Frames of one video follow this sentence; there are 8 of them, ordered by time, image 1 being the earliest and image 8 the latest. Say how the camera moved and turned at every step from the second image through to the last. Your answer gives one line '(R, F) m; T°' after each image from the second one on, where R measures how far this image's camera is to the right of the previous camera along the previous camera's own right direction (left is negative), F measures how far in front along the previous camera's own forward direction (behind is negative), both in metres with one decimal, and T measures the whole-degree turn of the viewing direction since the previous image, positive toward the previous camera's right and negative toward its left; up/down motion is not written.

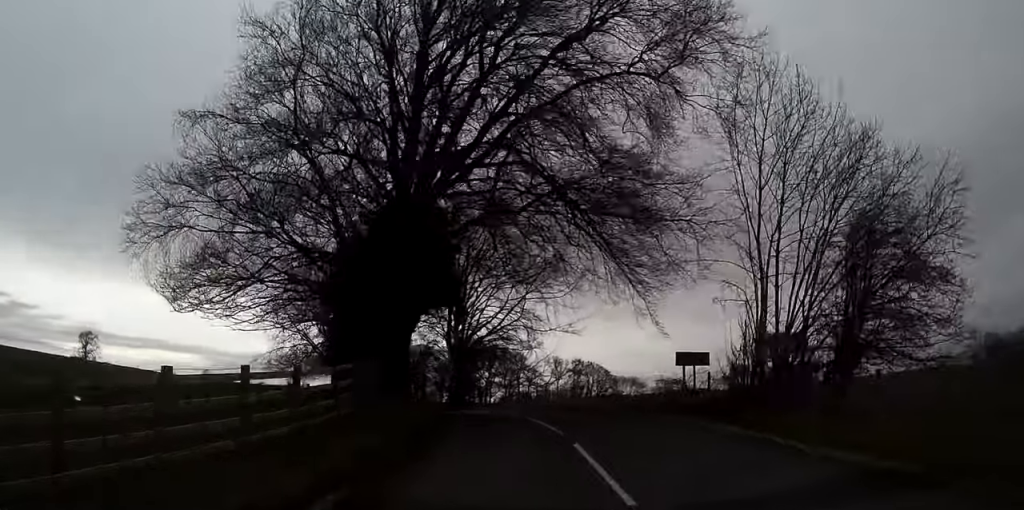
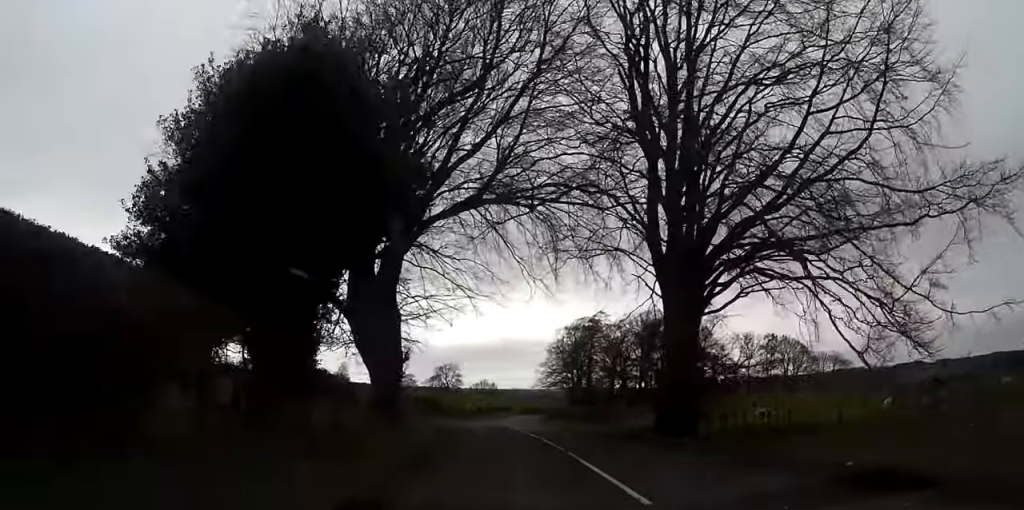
(-3.6, +42.7) m; -10°
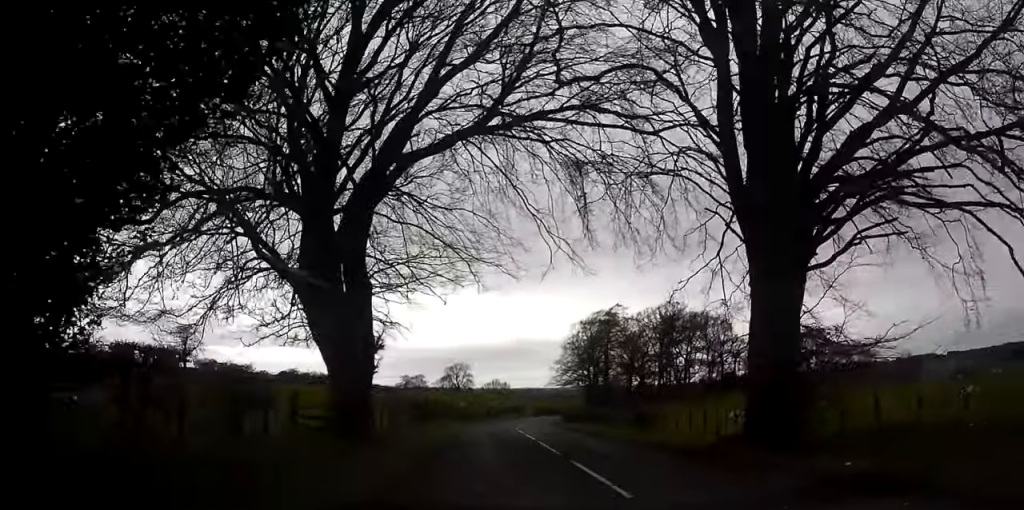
(-0.2, +8.2) m; -1°
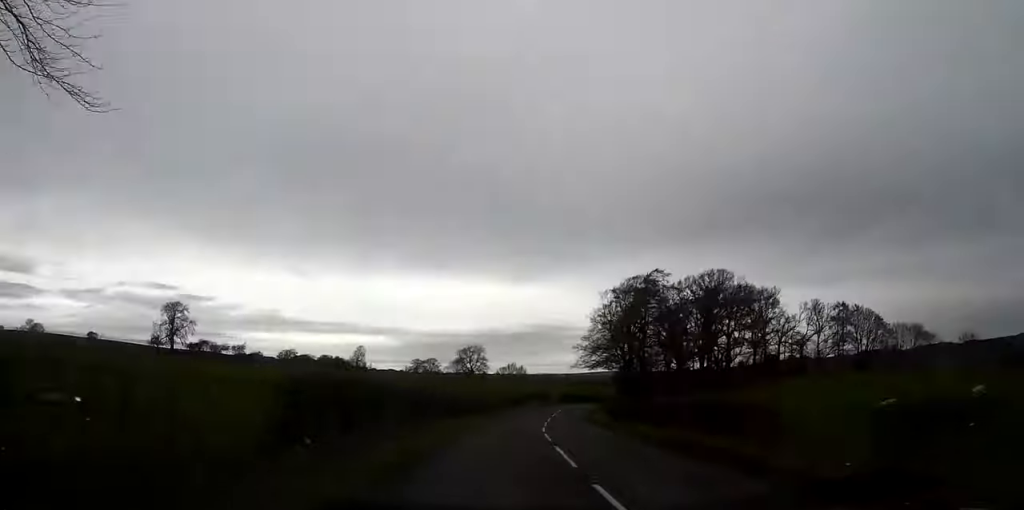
(-0.5, +22.4) m; -1°
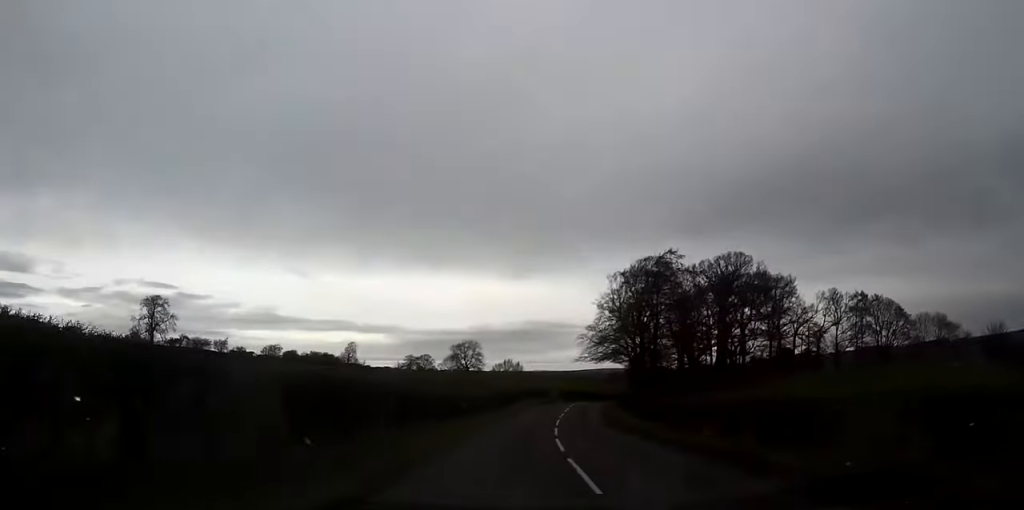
(-0.1, +12.3) m; 0°
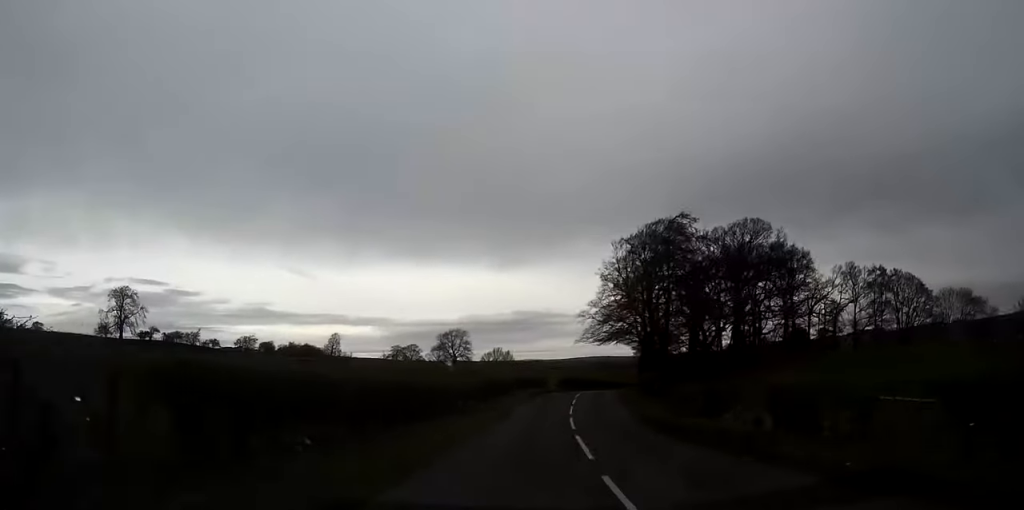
(0.0, +14.1) m; 0°
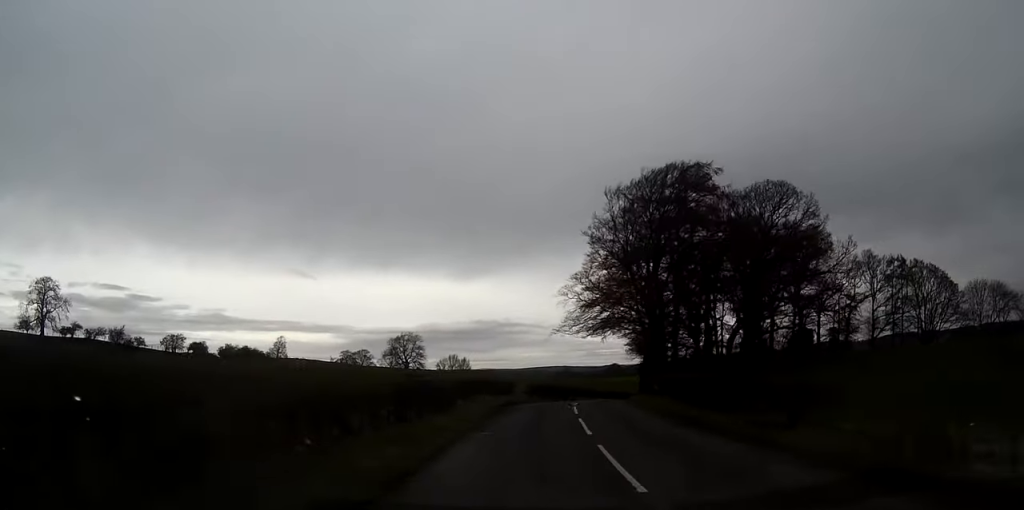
(+0.1, +23.5) m; +2°
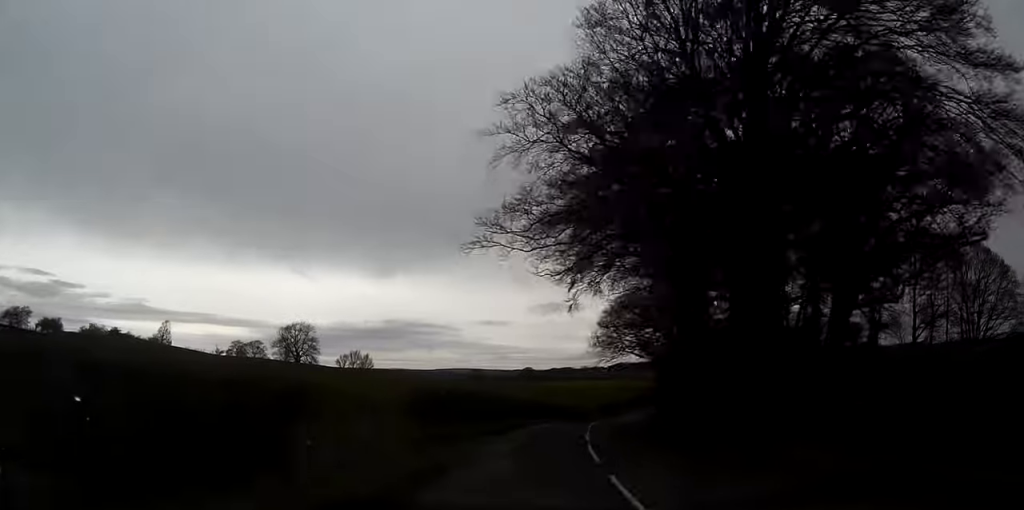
(+2.3, +37.5) m; +8°
